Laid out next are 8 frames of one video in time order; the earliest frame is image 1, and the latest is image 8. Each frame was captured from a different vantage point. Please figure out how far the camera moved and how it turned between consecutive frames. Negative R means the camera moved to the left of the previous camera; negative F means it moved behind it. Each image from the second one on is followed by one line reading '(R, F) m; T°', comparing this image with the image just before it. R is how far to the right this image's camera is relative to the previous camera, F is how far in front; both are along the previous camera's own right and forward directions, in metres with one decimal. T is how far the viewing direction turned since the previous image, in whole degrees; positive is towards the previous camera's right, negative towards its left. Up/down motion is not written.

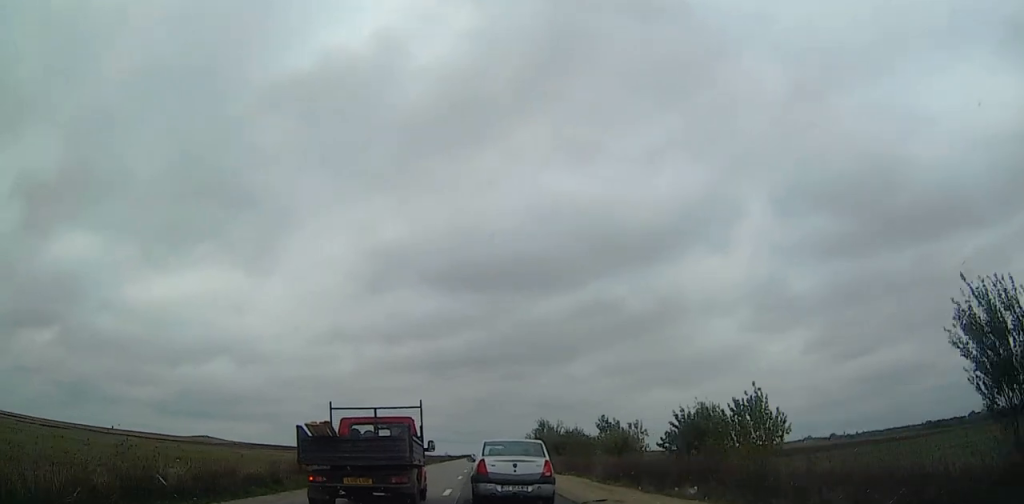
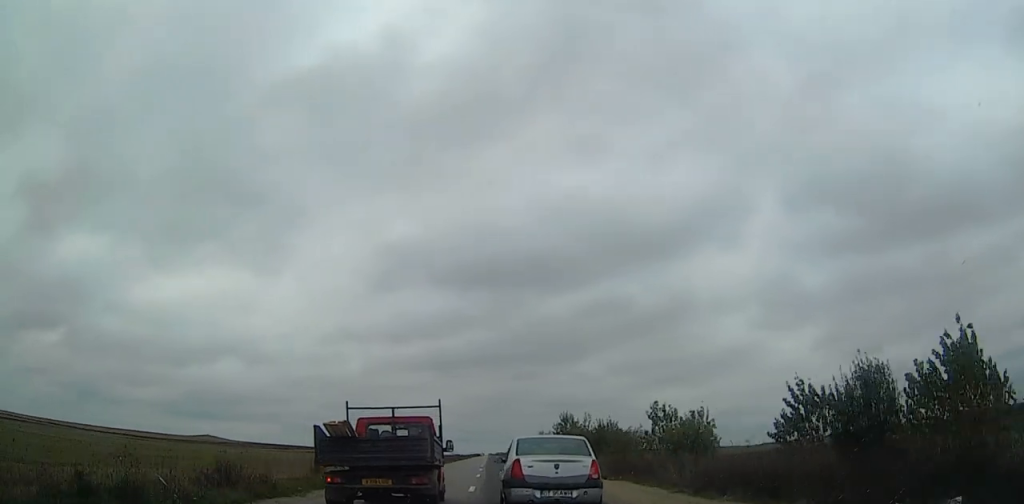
(-0.1, +10.0) m; -1°
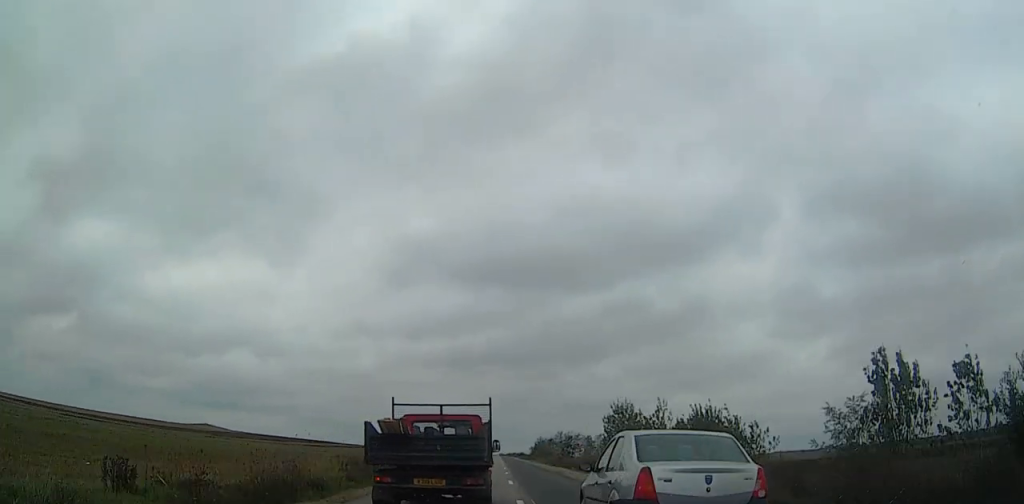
(-0.1, +18.3) m; 0°
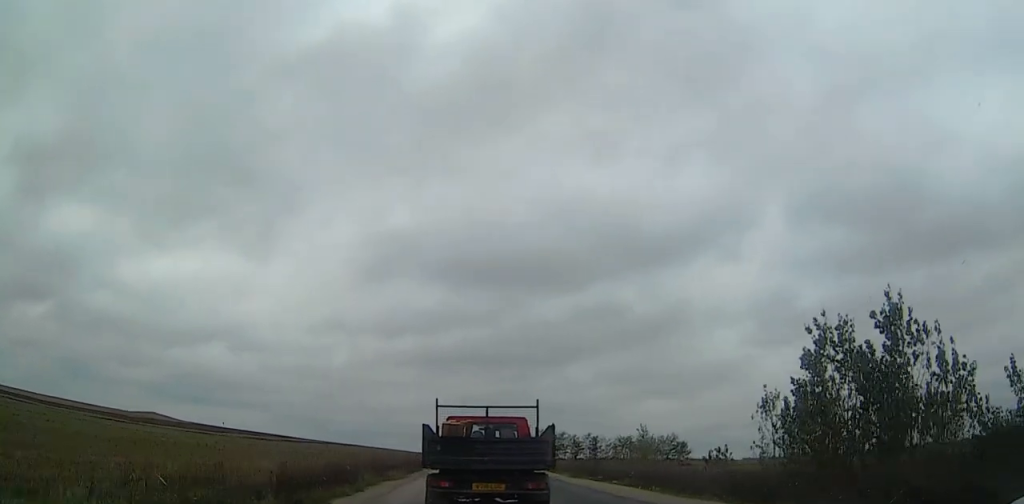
(+0.3, +32.5) m; +1°
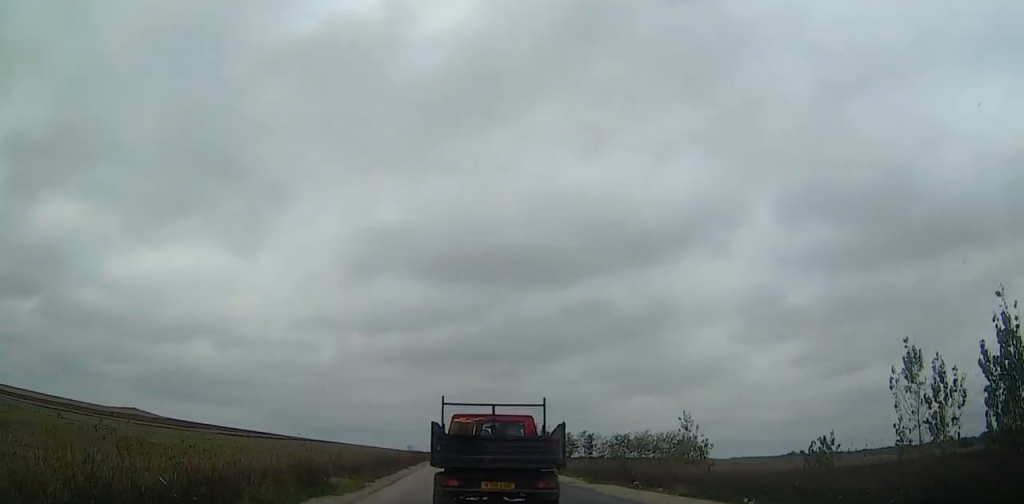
(-0.1, +10.5) m; +1°
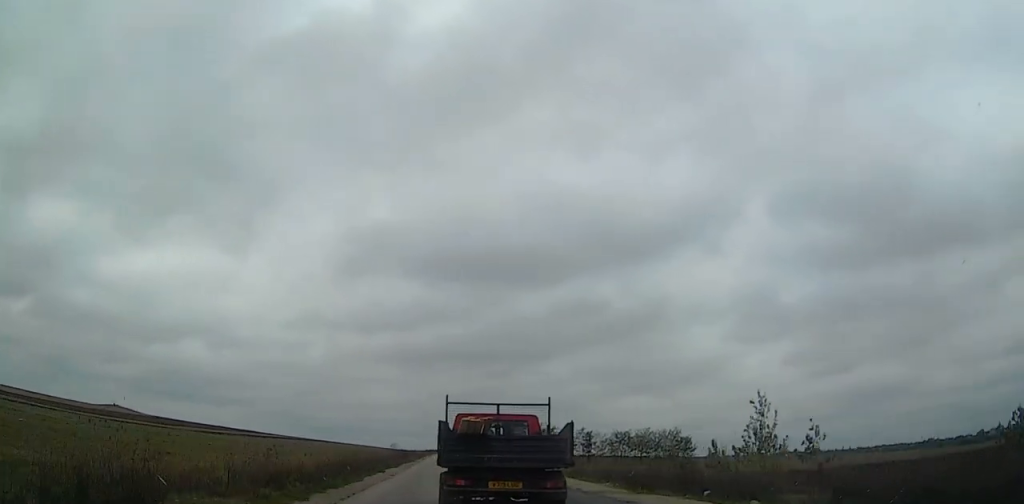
(+0.1, +9.9) m; +1°
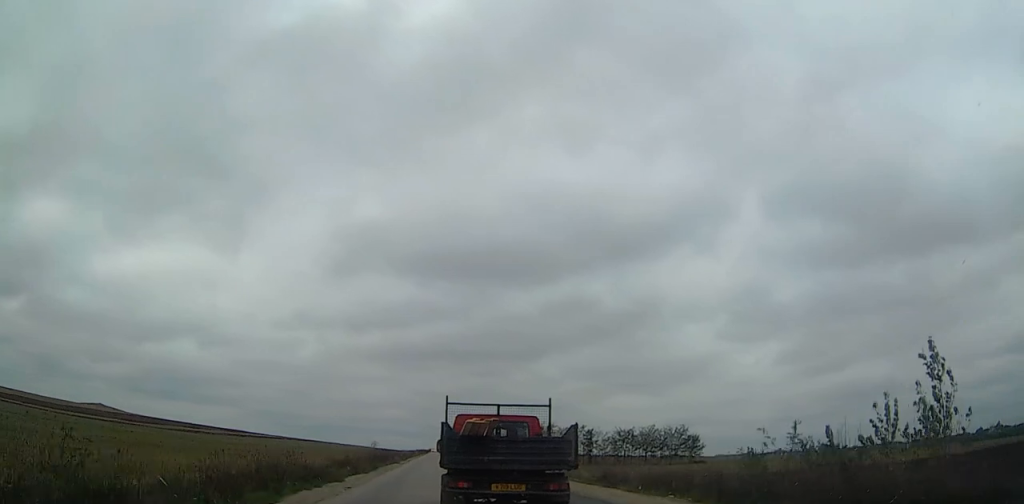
(+0.2, +10.6) m; +1°
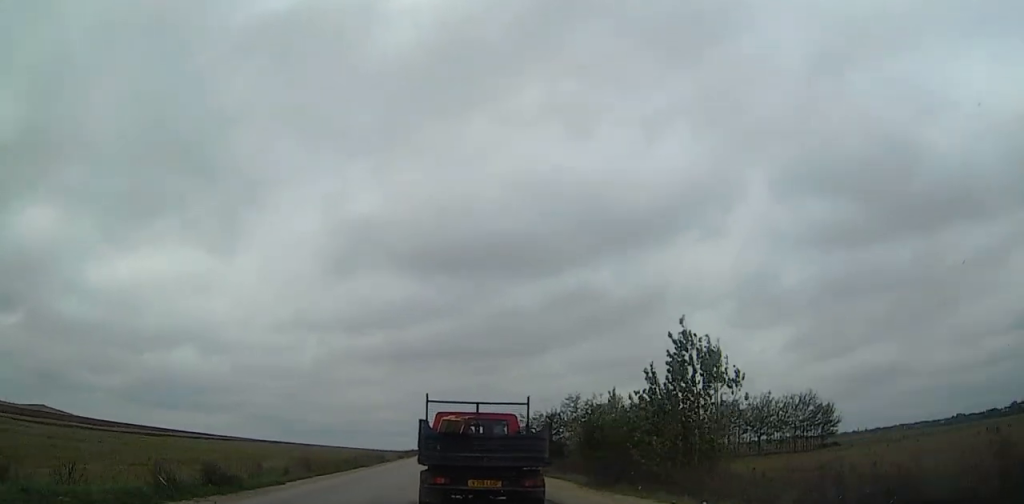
(+0.5, +57.1) m; +1°
